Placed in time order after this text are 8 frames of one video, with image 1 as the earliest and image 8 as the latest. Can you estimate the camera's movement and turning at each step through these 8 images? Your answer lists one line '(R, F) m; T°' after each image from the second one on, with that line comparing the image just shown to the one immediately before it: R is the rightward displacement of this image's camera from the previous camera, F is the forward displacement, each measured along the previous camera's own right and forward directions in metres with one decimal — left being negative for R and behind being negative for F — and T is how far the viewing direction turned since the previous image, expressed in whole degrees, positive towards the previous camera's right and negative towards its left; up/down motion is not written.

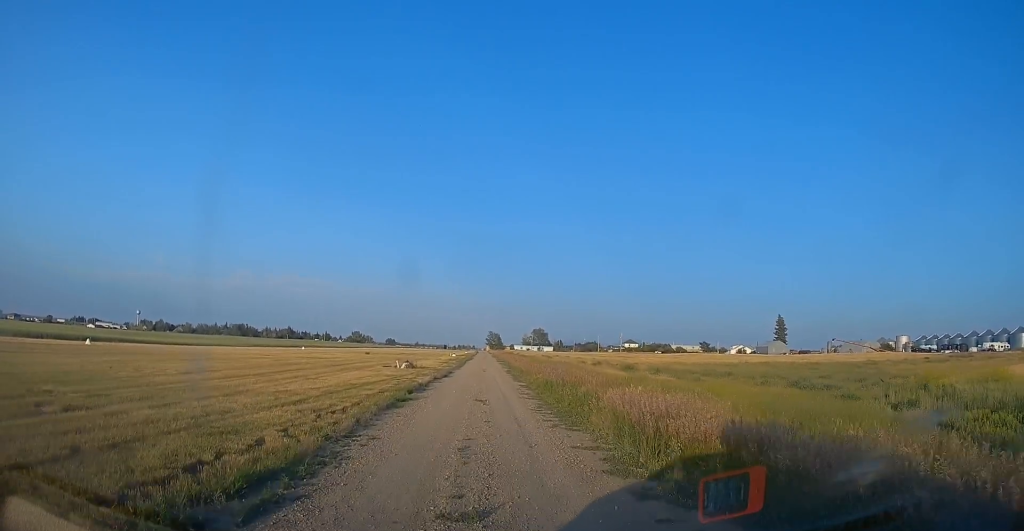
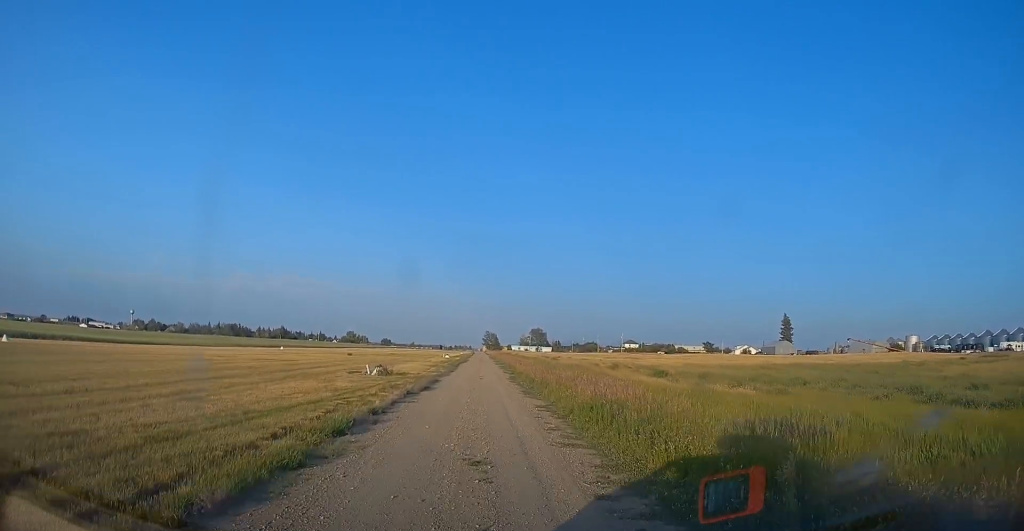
(+0.2, +9.2) m; +1°
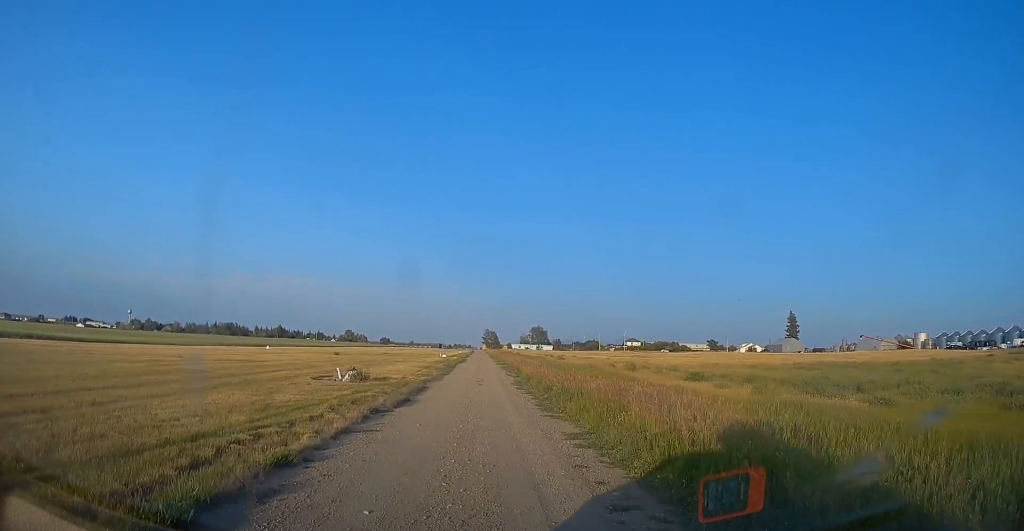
(0.0, +6.1) m; 0°
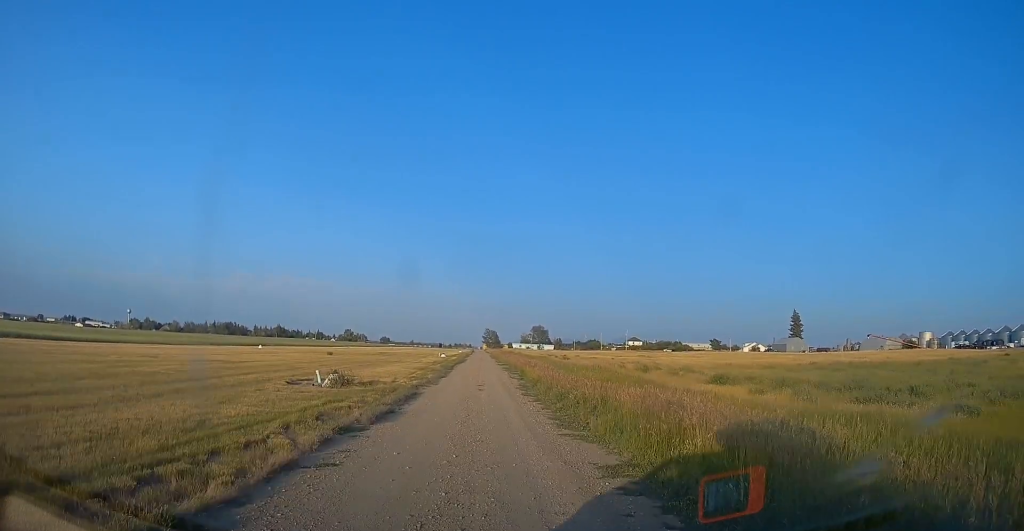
(0.0, +3.2) m; 0°
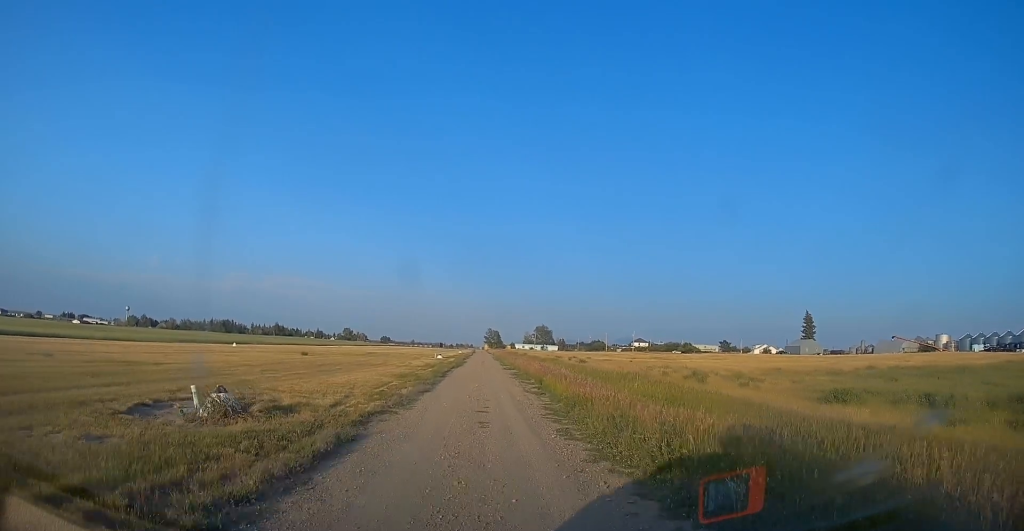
(0.0, +9.7) m; 0°
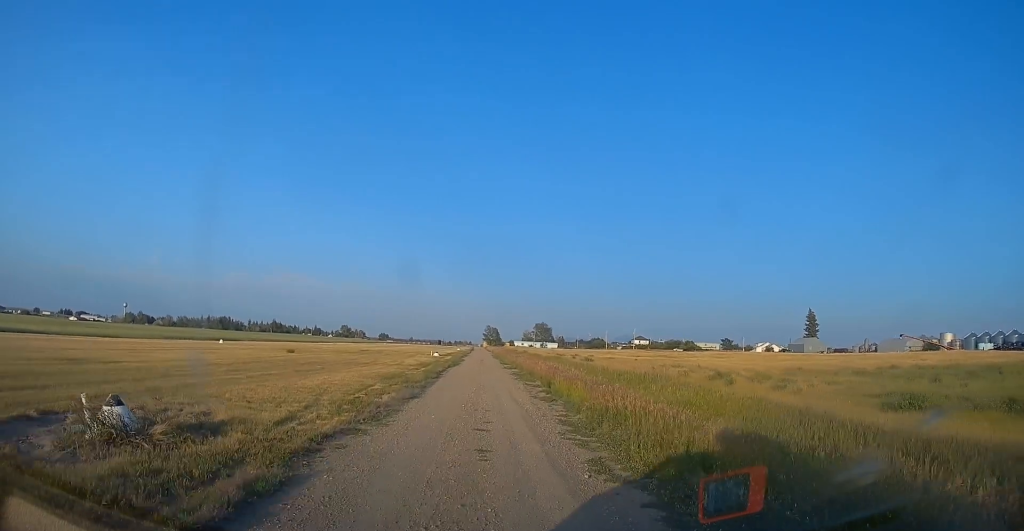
(0.0, +3.7) m; 0°
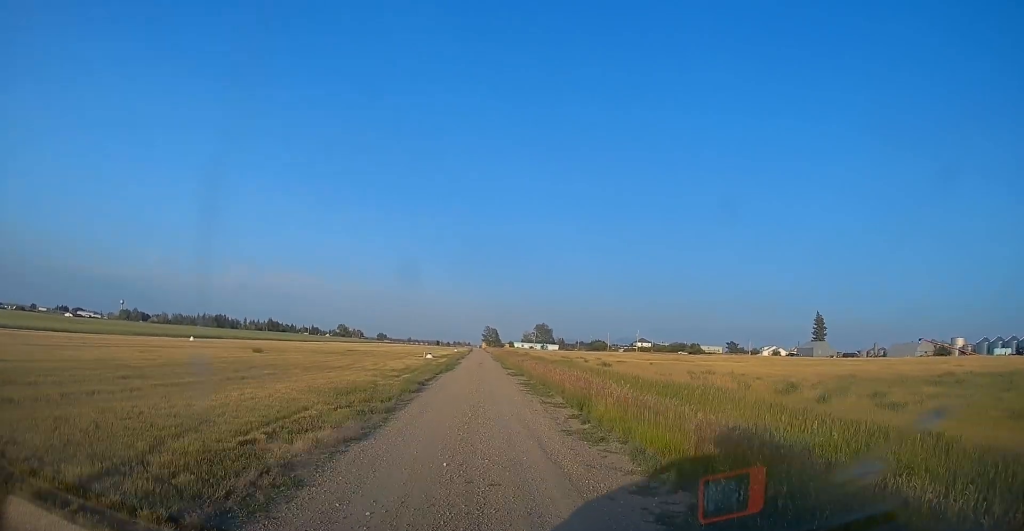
(0.0, +7.6) m; 0°
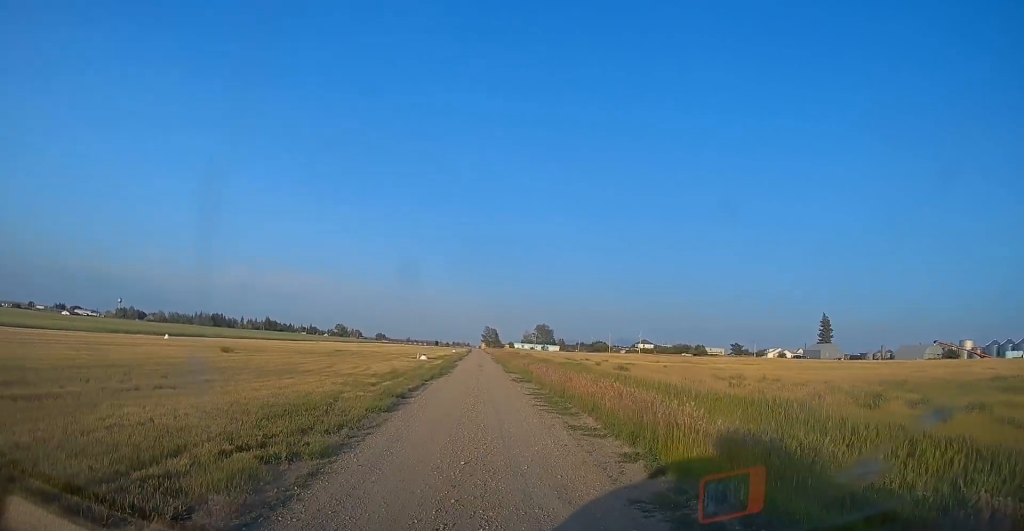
(0.0, +5.6) m; 0°
